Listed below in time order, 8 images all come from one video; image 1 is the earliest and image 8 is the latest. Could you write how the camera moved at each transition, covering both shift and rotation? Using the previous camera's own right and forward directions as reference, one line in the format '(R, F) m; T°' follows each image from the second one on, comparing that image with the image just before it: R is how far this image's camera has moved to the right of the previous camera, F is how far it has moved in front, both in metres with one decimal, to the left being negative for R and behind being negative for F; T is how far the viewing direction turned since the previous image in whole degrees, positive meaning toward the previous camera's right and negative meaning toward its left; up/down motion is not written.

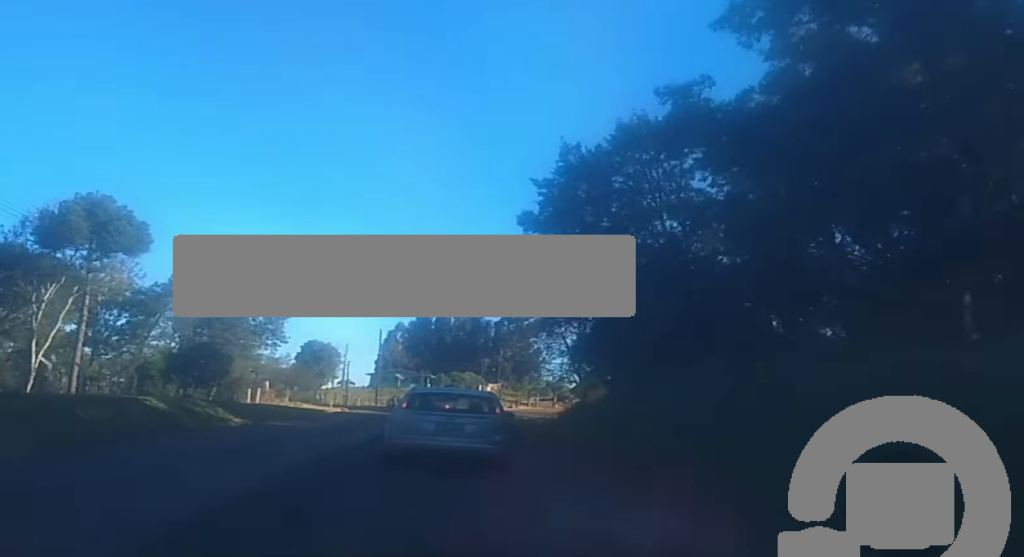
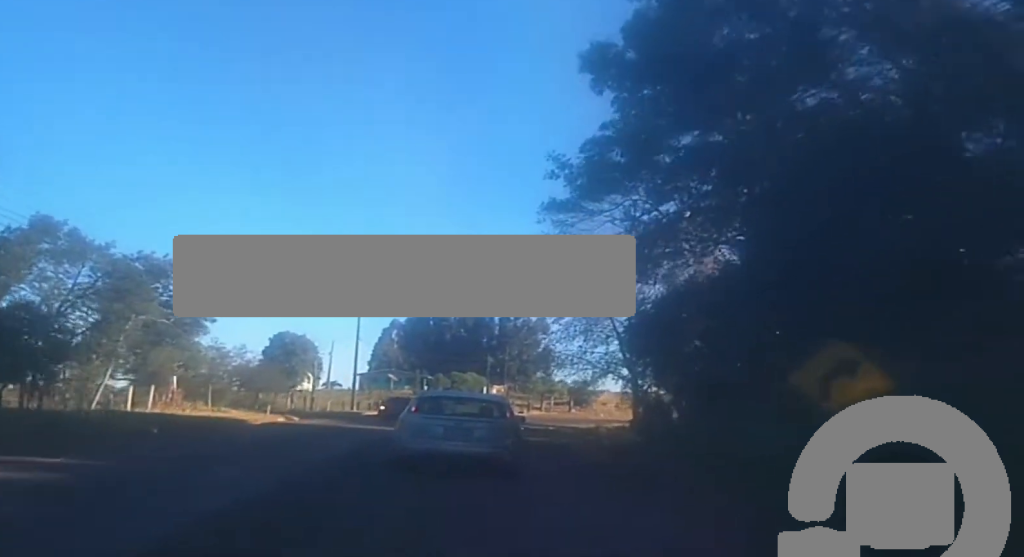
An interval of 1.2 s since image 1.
(-0.4, +24.1) m; 0°
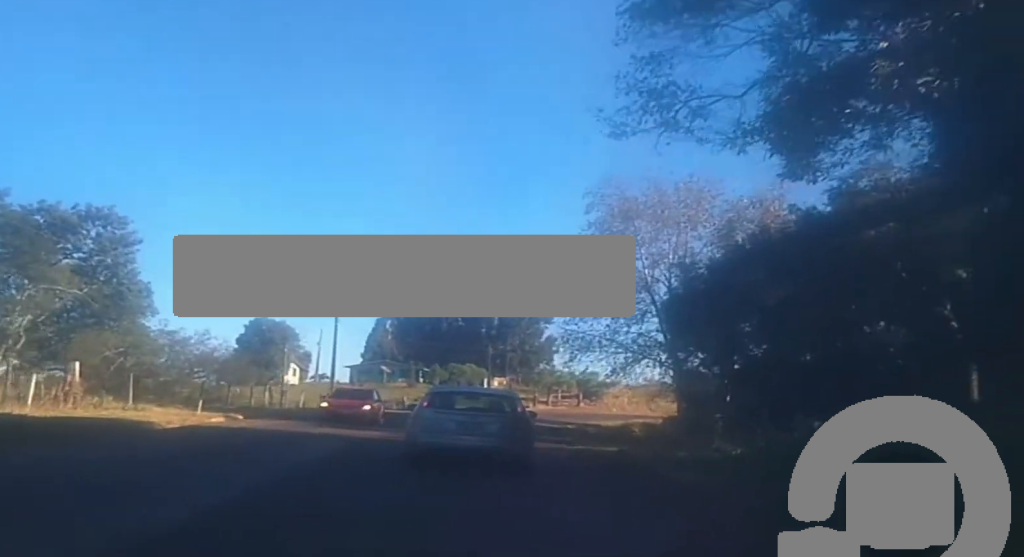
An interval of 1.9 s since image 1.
(+0.3, +12.4) m; +1°
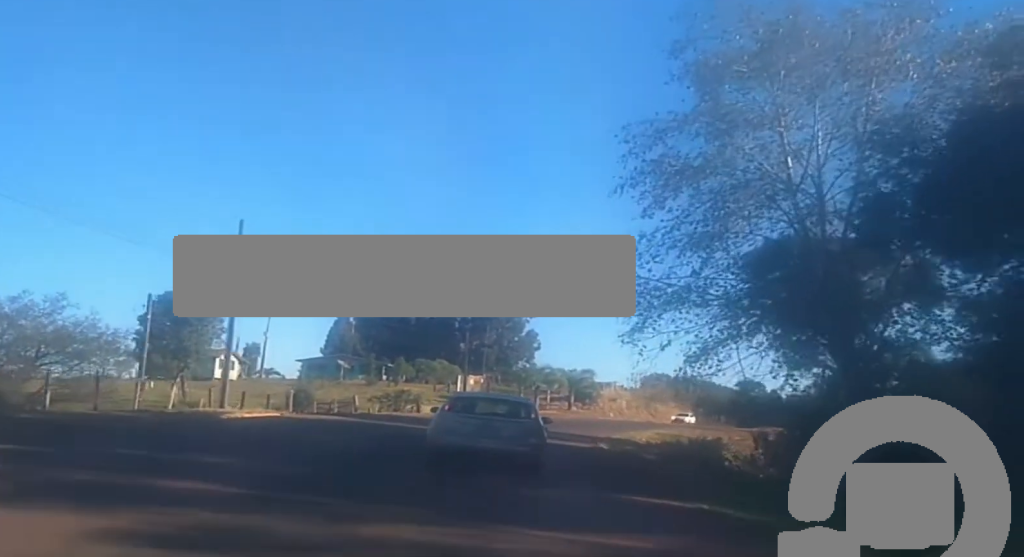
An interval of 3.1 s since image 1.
(+0.3, +22.2) m; +1°
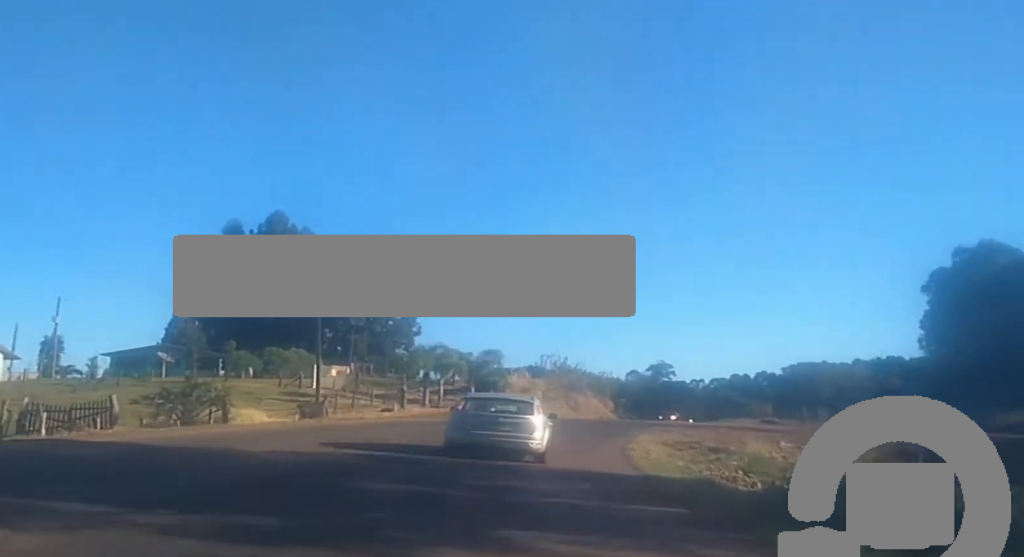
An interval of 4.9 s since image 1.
(+1.0, +30.2) m; +5°
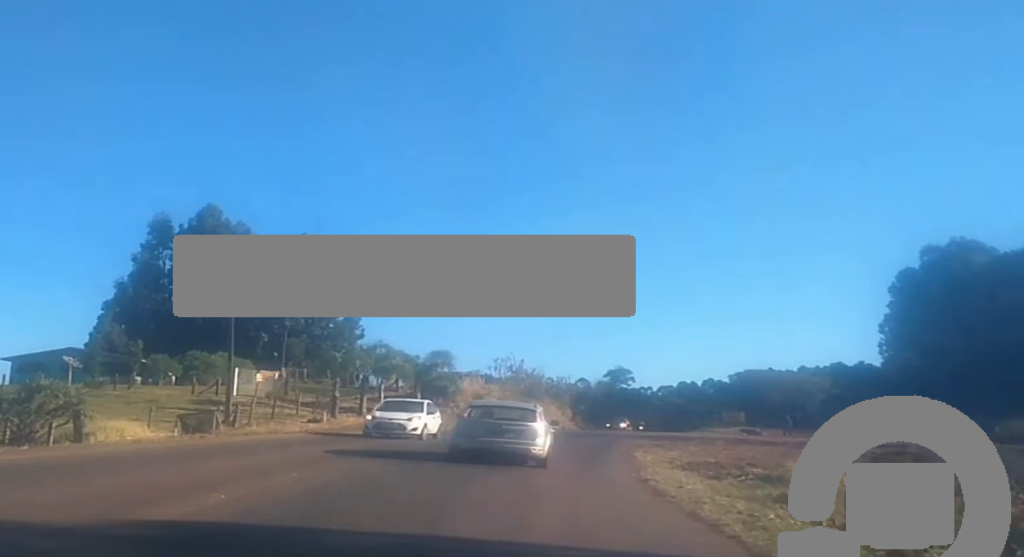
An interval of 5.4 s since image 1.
(+0.1, +9.9) m; +2°
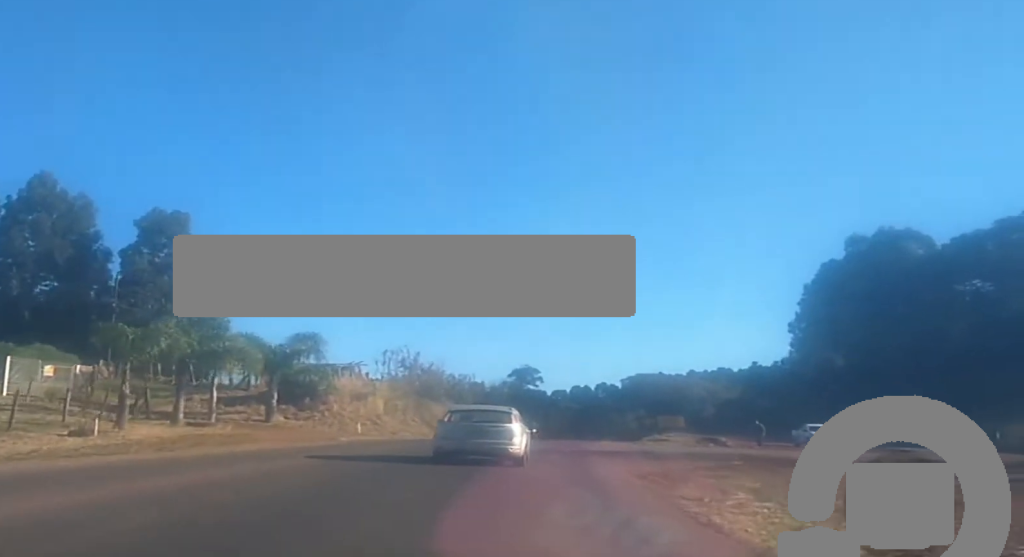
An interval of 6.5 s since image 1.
(+0.8, +18.3) m; +5°
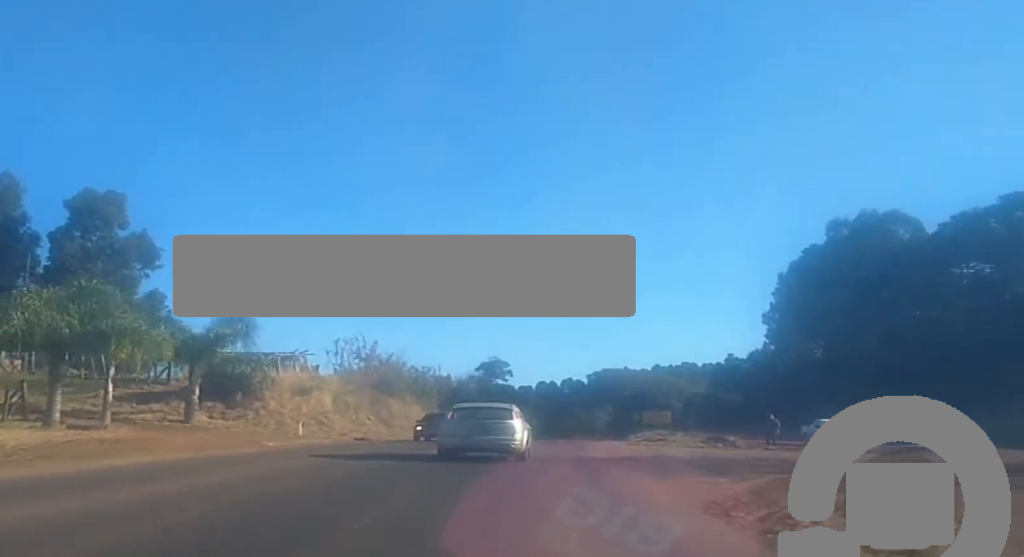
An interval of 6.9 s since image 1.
(+0.2, +8.4) m; +2°
